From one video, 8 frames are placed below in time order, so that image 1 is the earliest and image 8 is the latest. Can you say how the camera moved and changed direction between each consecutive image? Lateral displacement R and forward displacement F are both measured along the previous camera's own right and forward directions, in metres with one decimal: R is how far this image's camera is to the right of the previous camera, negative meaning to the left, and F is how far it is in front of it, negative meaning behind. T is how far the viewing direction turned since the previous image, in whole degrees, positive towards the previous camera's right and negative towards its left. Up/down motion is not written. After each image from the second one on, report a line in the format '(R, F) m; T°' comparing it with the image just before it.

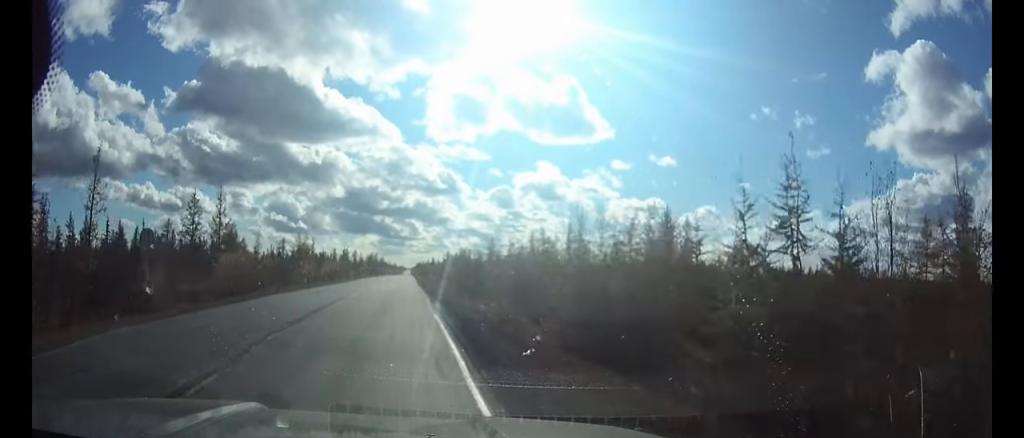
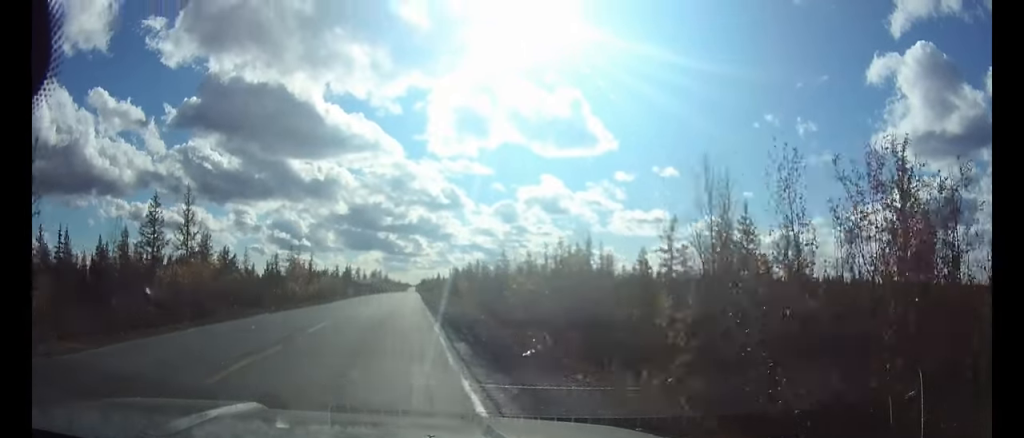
(-0.1, +10.0) m; 0°
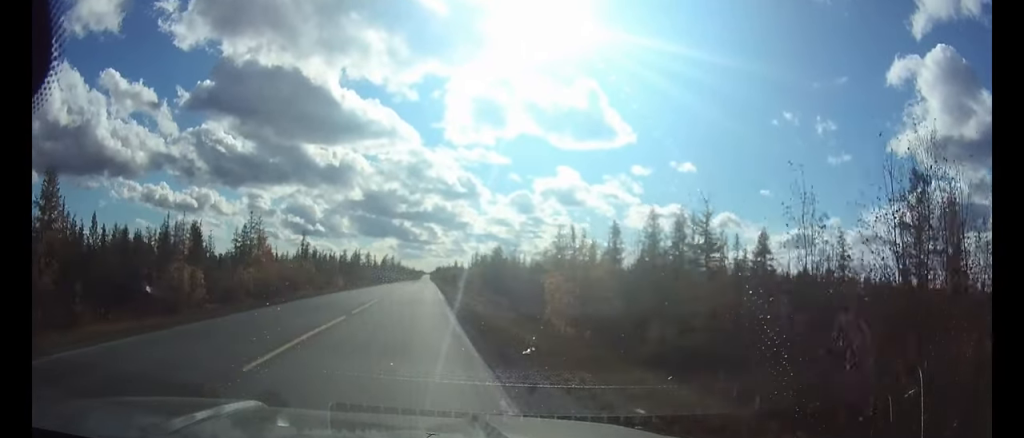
(-0.3, +33.5) m; 0°
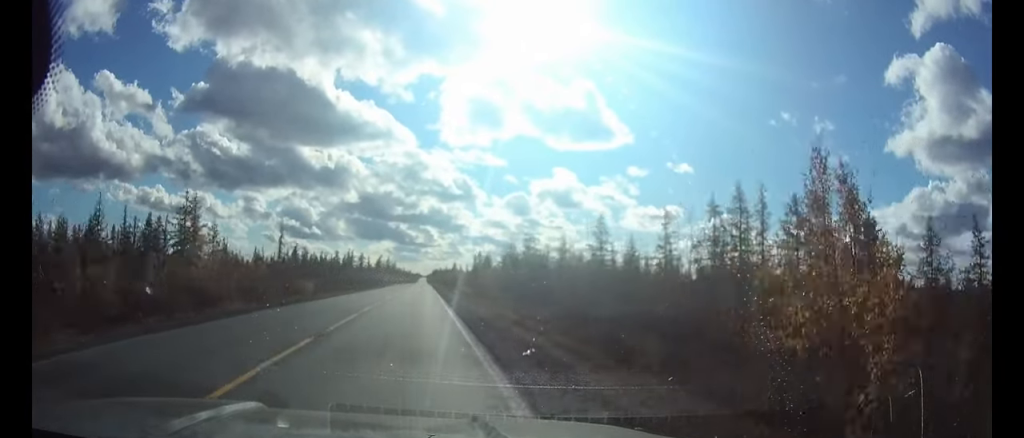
(0.0, +19.3) m; 0°
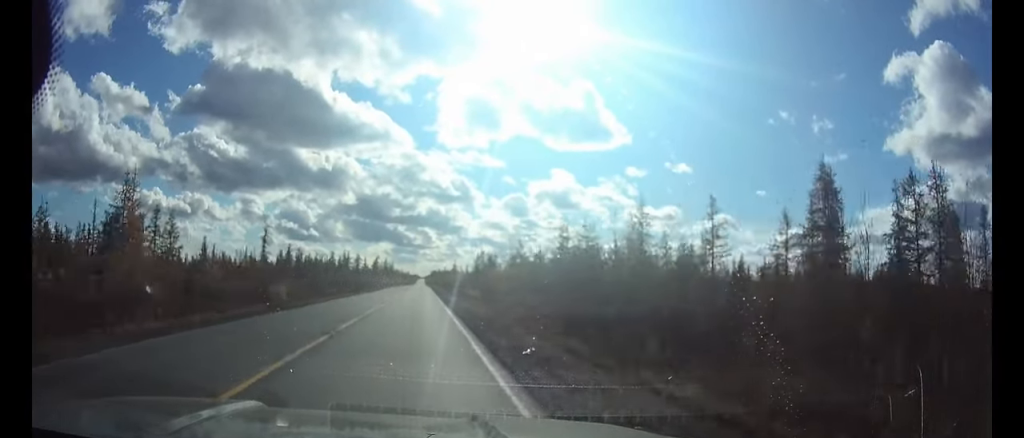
(0.0, +11.6) m; 0°
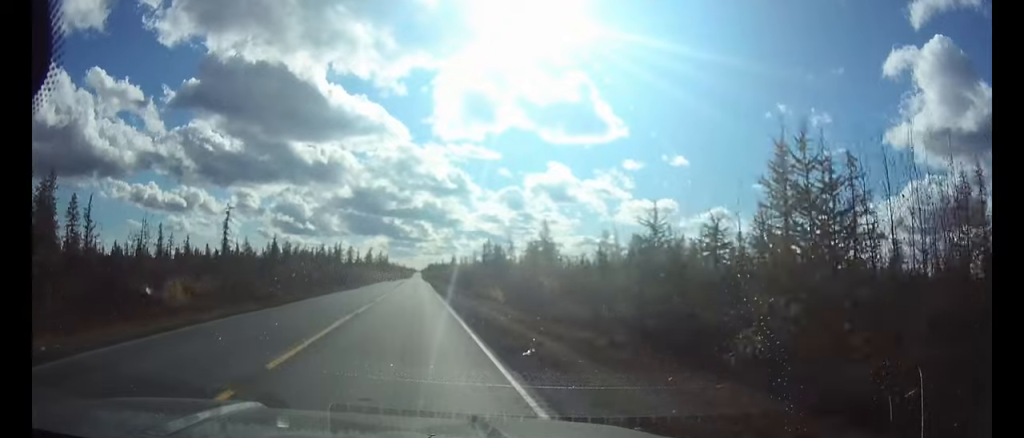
(0.0, +20.7) m; 0°
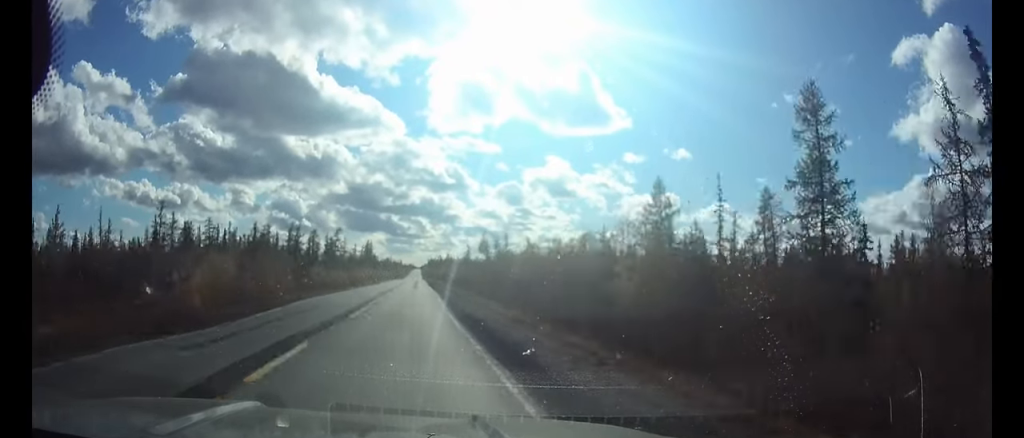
(-0.2, +103.5) m; 0°
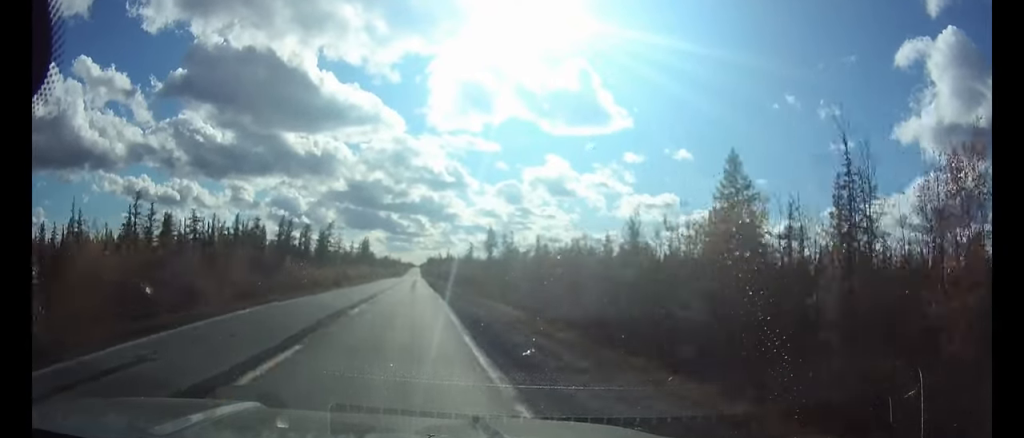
(0.0, +11.8) m; 0°
